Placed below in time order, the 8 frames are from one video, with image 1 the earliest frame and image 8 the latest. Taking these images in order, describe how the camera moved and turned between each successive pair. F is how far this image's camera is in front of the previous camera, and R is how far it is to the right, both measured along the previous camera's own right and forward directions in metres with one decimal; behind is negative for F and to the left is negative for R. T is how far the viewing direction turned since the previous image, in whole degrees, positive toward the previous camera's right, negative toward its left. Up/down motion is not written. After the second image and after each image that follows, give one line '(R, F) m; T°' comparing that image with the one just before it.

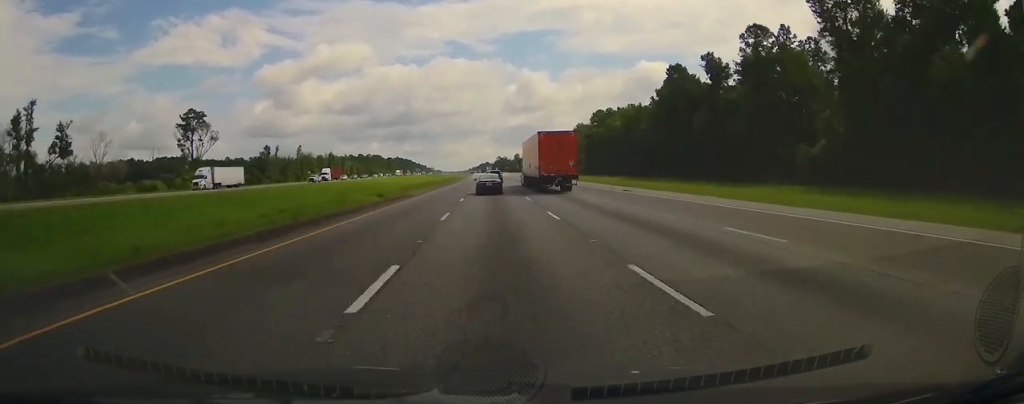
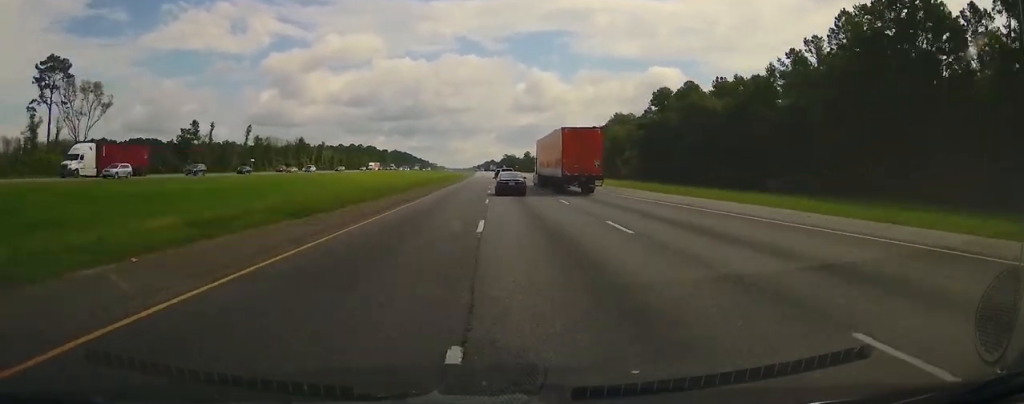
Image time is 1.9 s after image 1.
(-0.2, +65.5) m; 0°
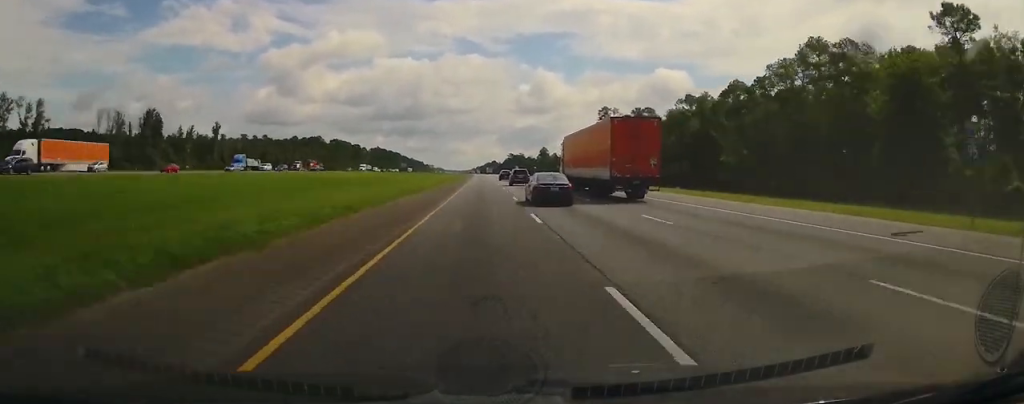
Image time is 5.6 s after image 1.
(-0.1, +131.3) m; 0°
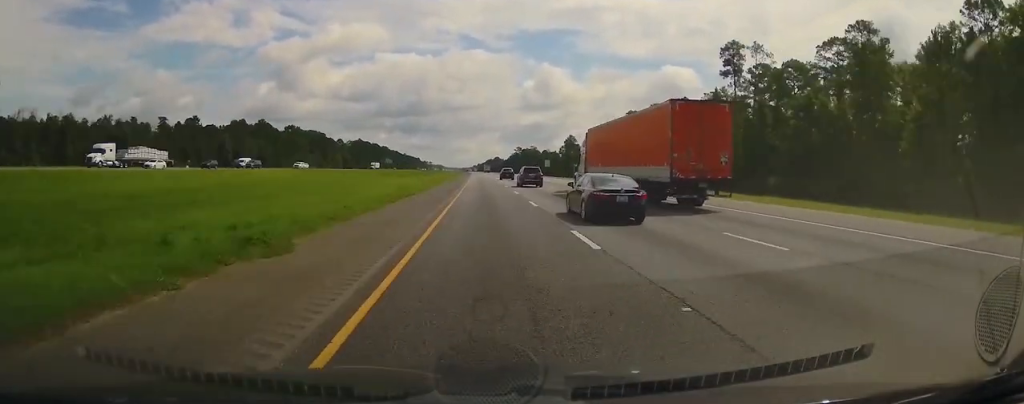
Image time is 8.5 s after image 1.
(-0.5, +102.7) m; -1°
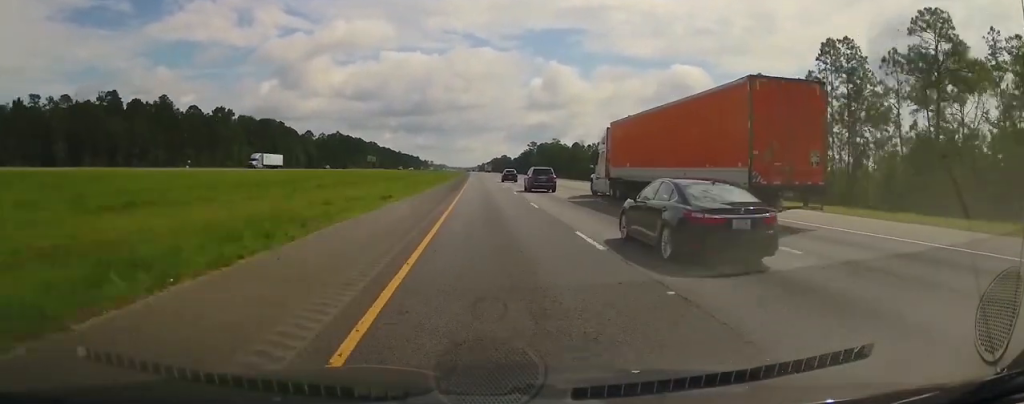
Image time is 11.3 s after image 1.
(-0.4, +97.7) m; 0°
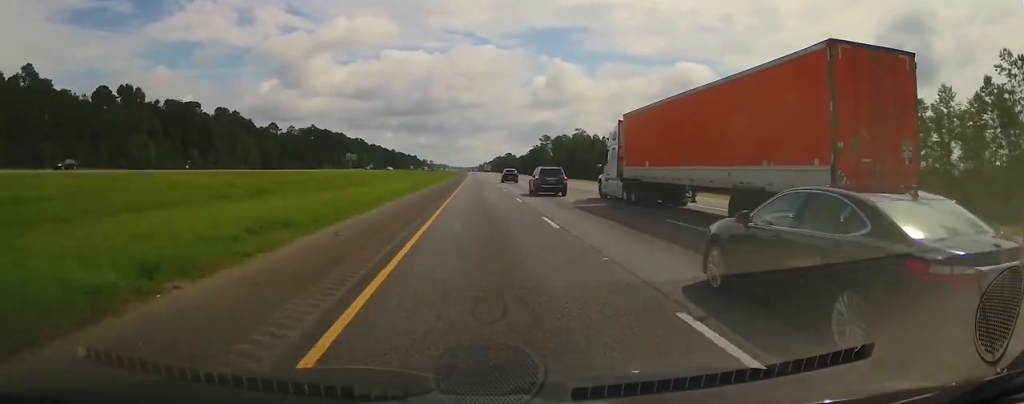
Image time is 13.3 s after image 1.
(-0.5, +69.7) m; 0°
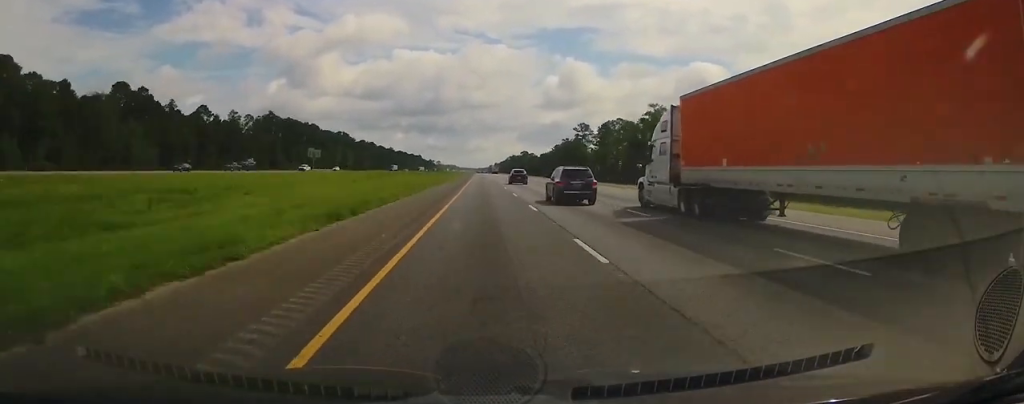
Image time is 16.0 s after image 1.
(-0.1, +92.8) m; 0°
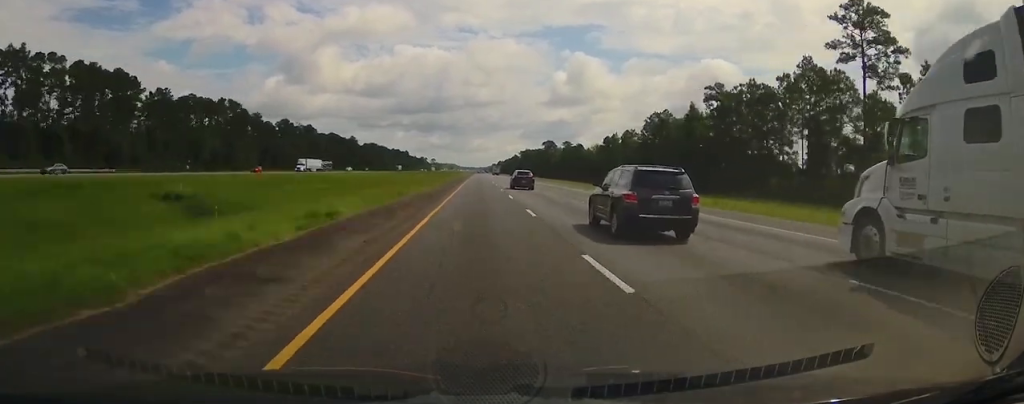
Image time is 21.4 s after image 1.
(-1.1, +186.2) m; -1°
